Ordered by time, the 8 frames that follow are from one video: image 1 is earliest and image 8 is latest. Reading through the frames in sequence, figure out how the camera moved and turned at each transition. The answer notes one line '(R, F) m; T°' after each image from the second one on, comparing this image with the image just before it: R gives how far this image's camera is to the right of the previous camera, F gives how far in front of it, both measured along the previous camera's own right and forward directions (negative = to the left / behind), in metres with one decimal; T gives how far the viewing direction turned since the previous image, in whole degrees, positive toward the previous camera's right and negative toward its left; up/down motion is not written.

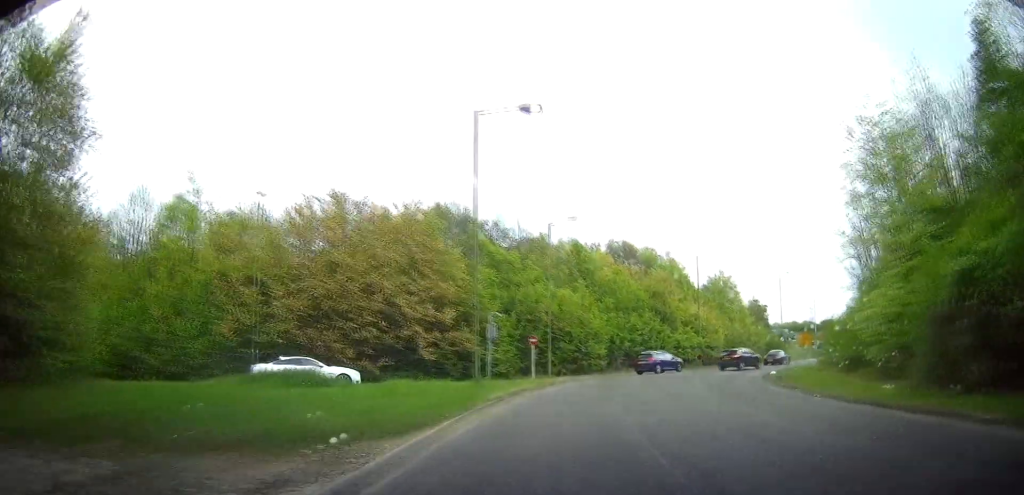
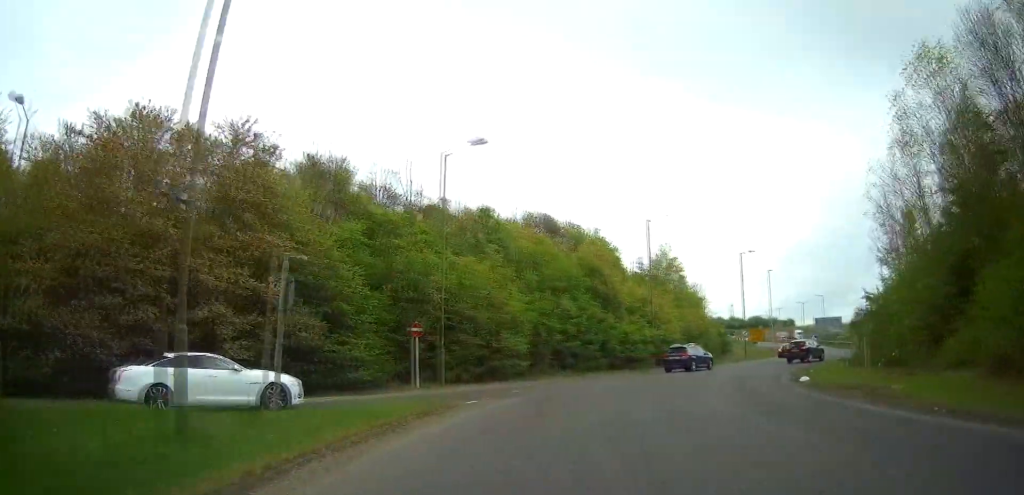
(+1.4, +15.8) m; +15°
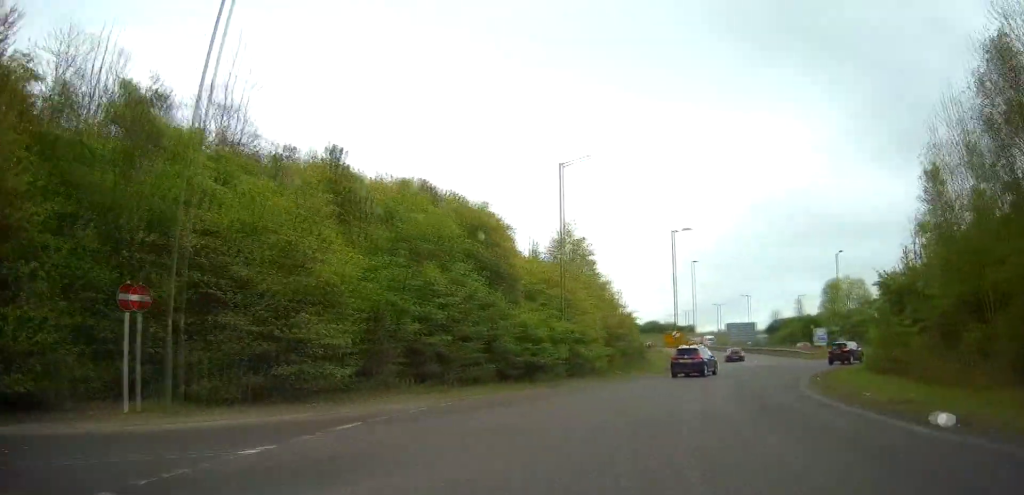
(+2.2, +15.0) m; +13°
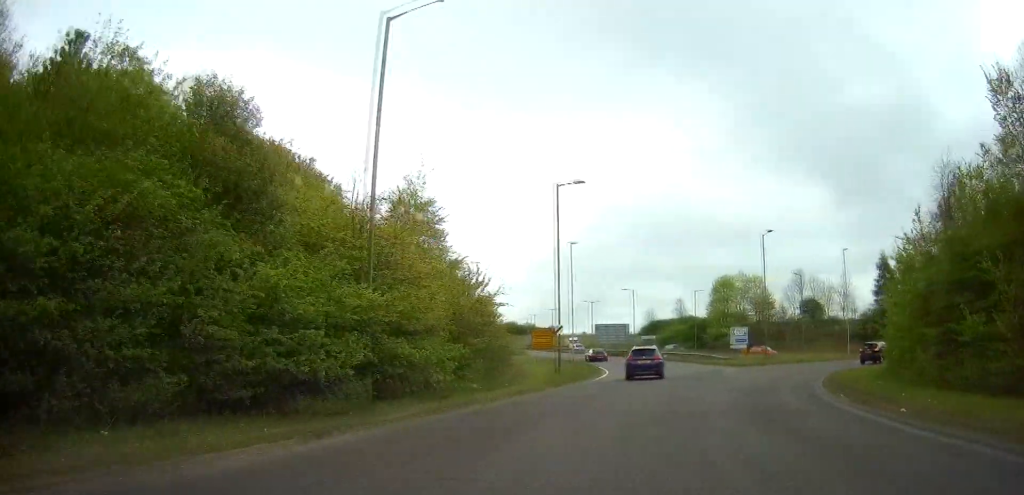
(+1.6, +15.5) m; +10°
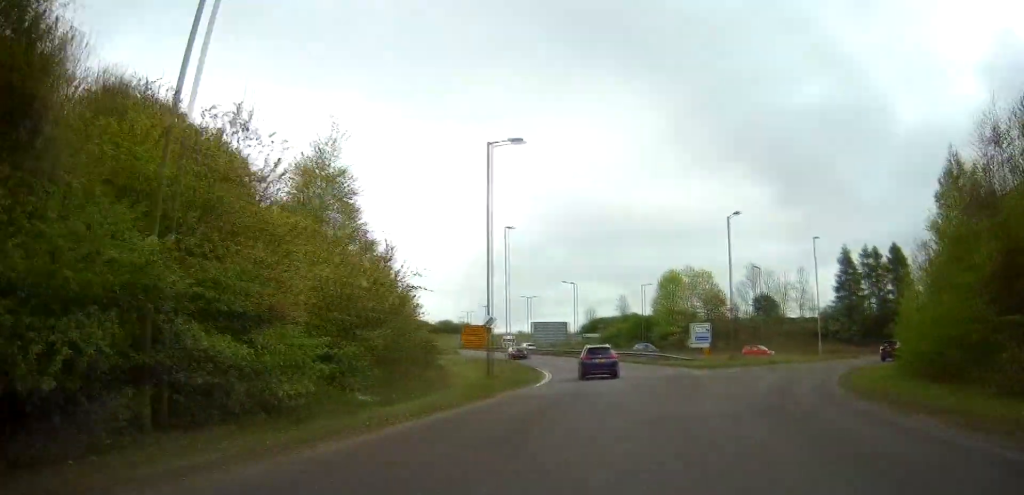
(+0.2, +7.2) m; +3°
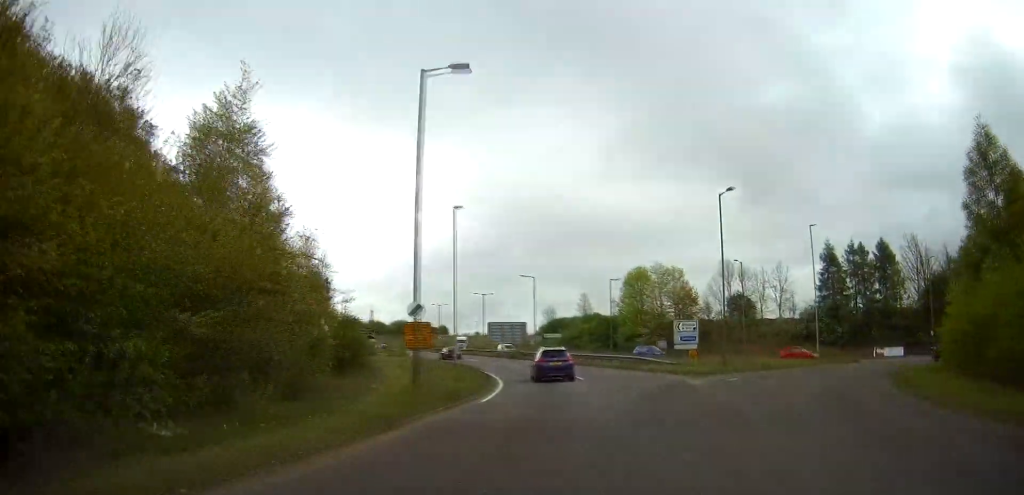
(0.0, +8.2) m; +3°
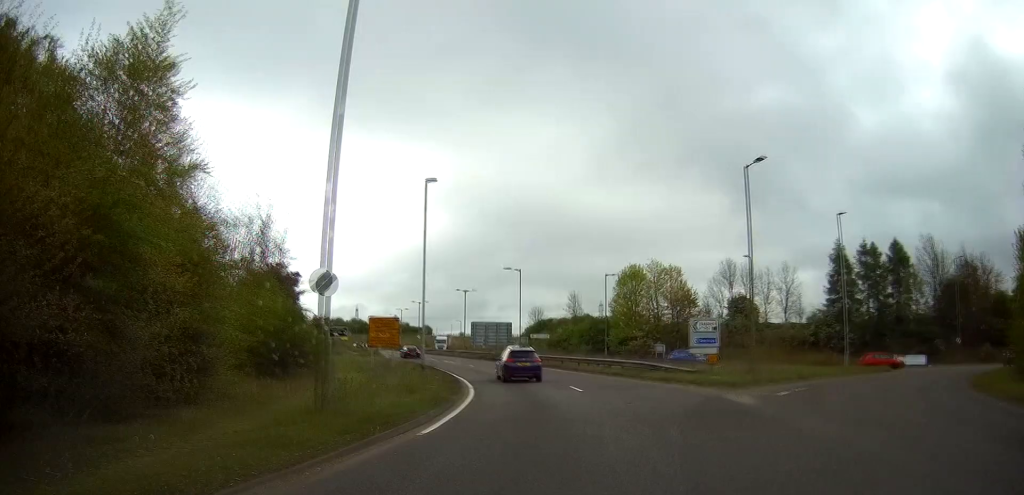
(+0.4, +7.5) m; +2°
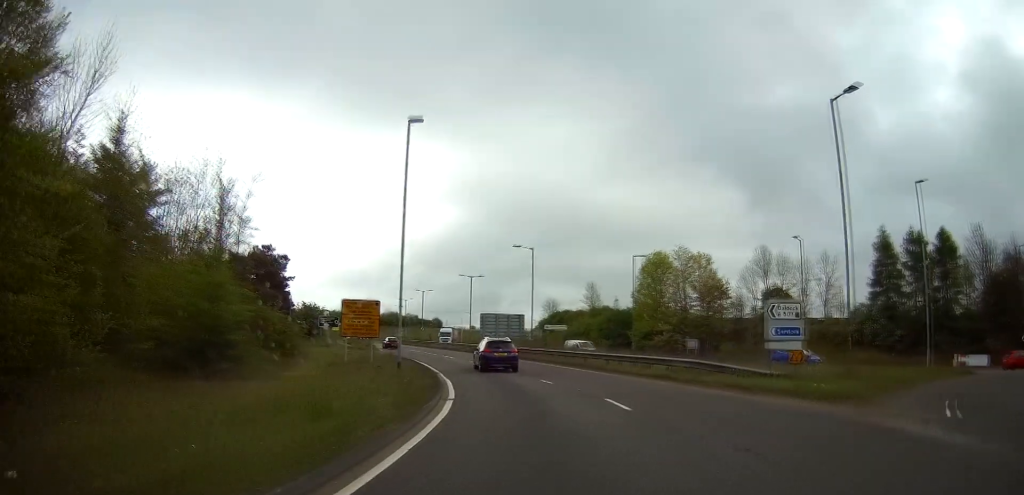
(+0.2, +9.4) m; 0°
